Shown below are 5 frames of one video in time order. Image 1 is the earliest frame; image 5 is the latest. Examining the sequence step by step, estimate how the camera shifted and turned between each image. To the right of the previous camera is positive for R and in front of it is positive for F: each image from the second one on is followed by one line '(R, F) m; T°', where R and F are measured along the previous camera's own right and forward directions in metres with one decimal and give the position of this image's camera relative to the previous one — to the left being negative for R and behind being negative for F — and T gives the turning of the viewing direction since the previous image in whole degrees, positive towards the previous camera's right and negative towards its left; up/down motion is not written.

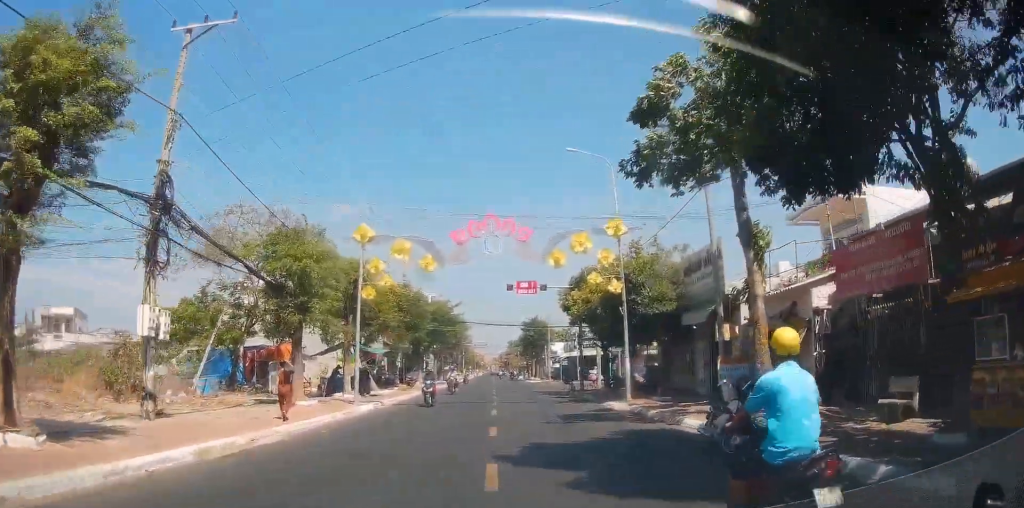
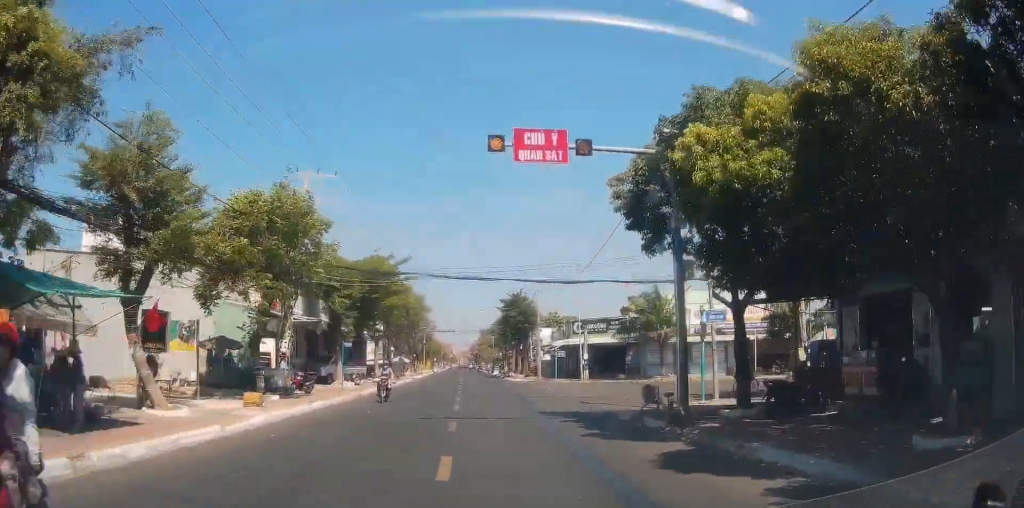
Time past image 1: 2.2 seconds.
(+0.2, +22.2) m; +4°
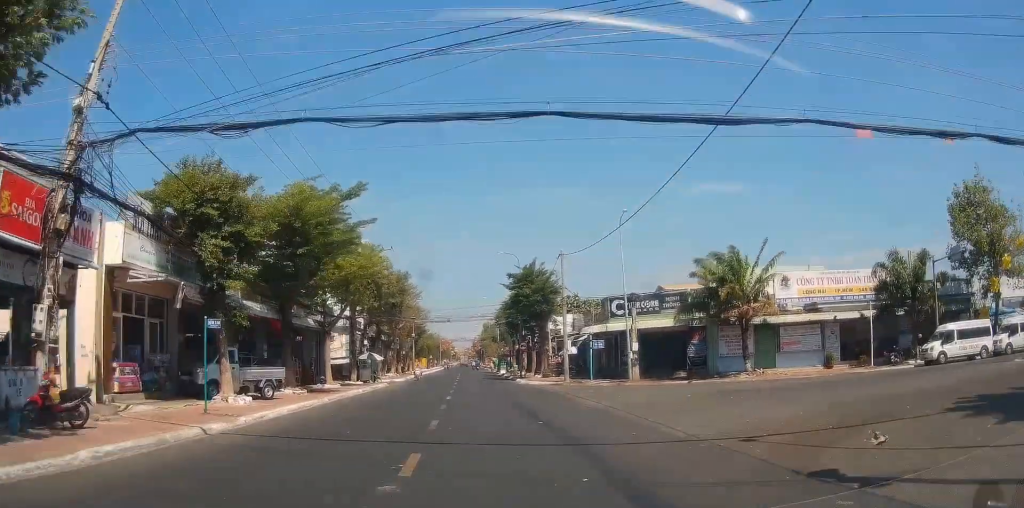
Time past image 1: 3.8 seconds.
(+1.2, +18.6) m; +3°
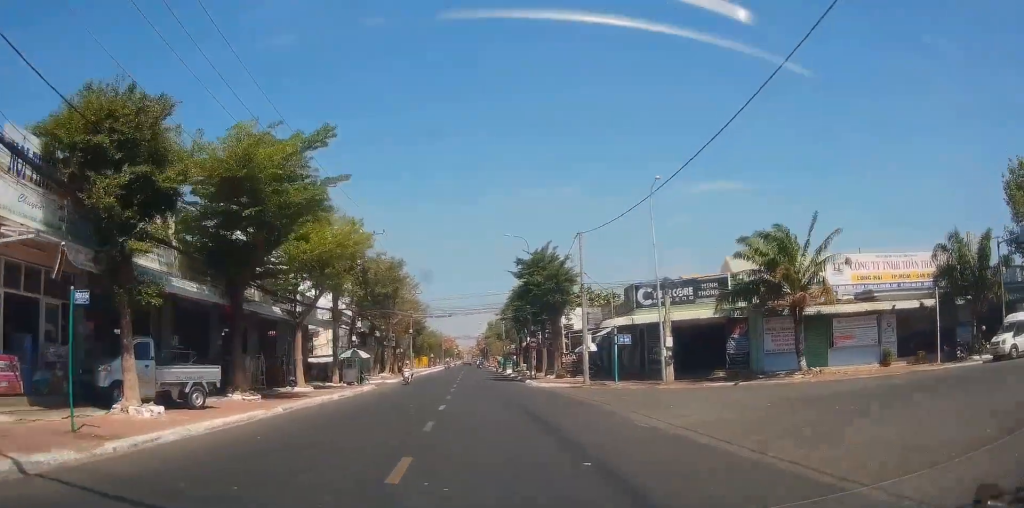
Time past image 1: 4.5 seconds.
(+0.1, +6.9) m; -1°
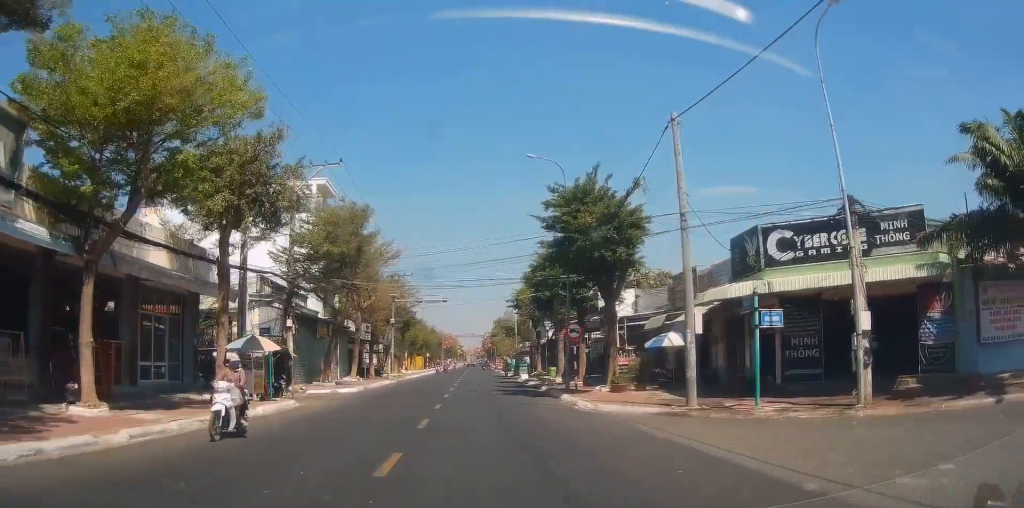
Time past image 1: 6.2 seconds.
(-0.4, +18.0) m; -1°
